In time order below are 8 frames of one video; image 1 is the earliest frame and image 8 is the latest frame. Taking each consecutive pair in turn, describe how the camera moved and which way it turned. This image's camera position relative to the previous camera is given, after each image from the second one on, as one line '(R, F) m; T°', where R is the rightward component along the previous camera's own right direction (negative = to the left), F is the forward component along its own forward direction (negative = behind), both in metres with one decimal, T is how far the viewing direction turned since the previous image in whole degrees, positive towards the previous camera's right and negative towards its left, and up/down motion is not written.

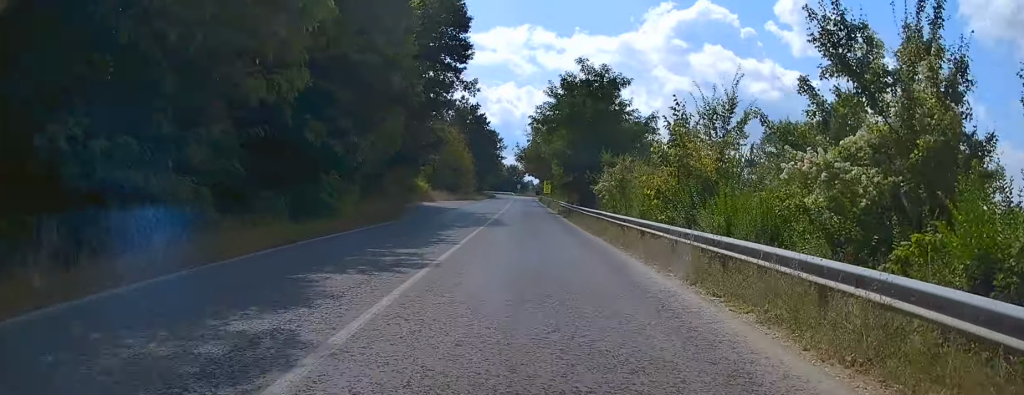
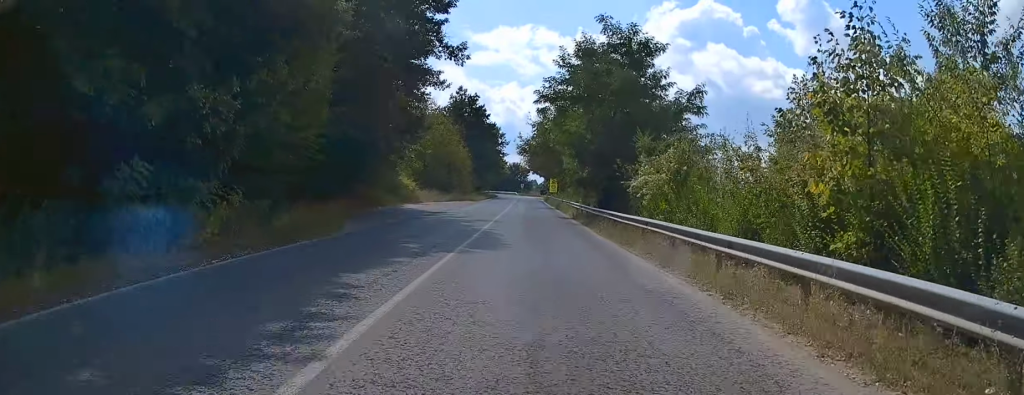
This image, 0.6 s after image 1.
(-0.1, +11.5) m; 0°
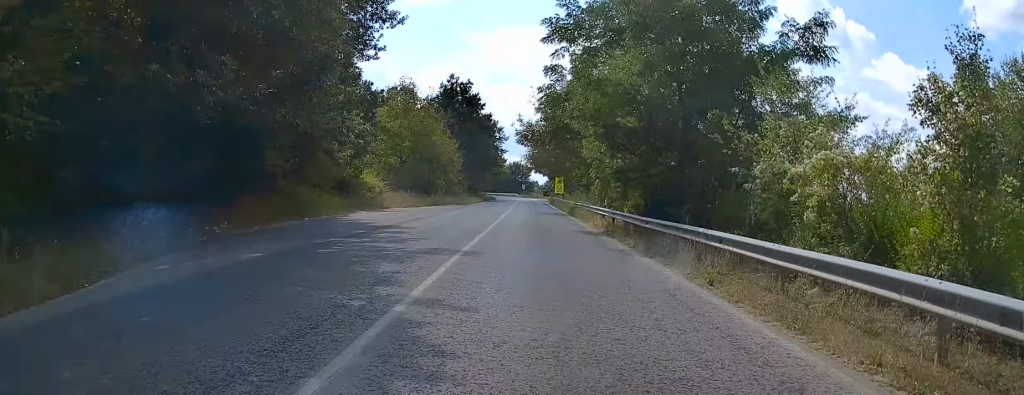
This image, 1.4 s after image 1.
(+0.1, +15.1) m; 0°
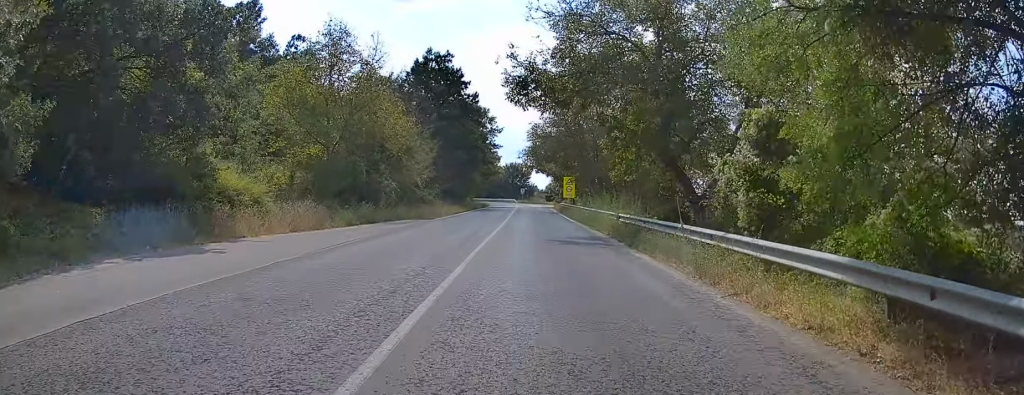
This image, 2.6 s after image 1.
(+0.1, +23.1) m; 0°
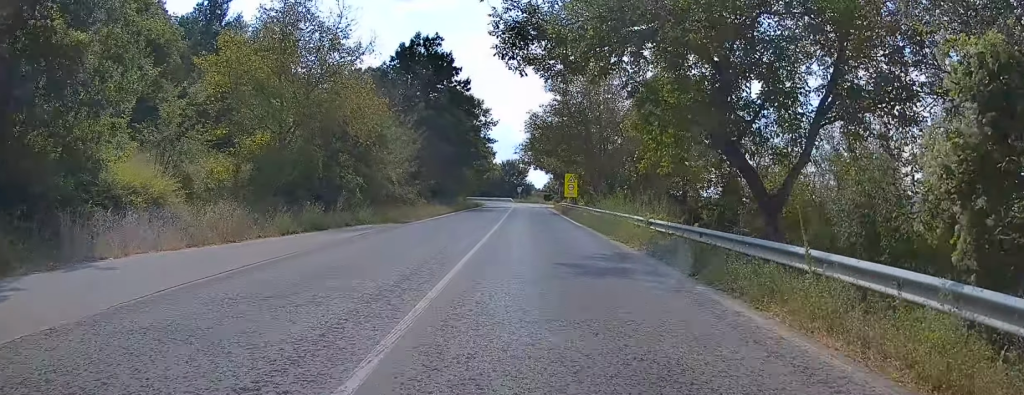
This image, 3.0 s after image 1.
(0.0, +7.4) m; 0°
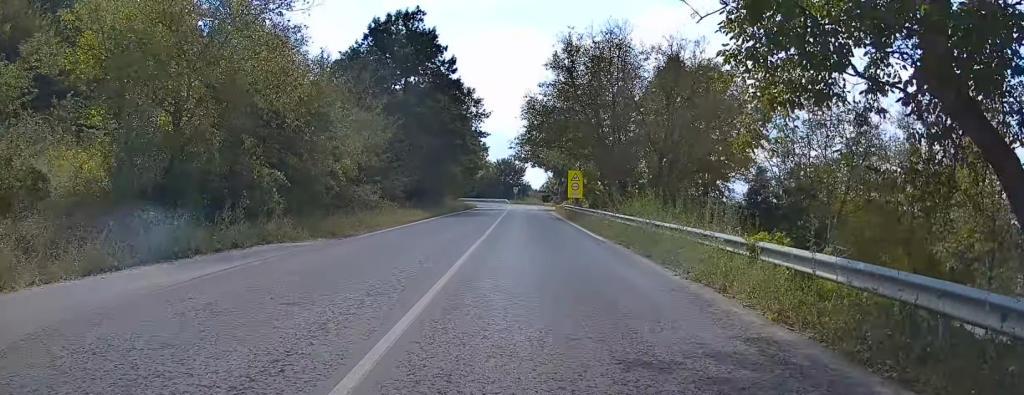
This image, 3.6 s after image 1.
(0.0, +9.8) m; 0°
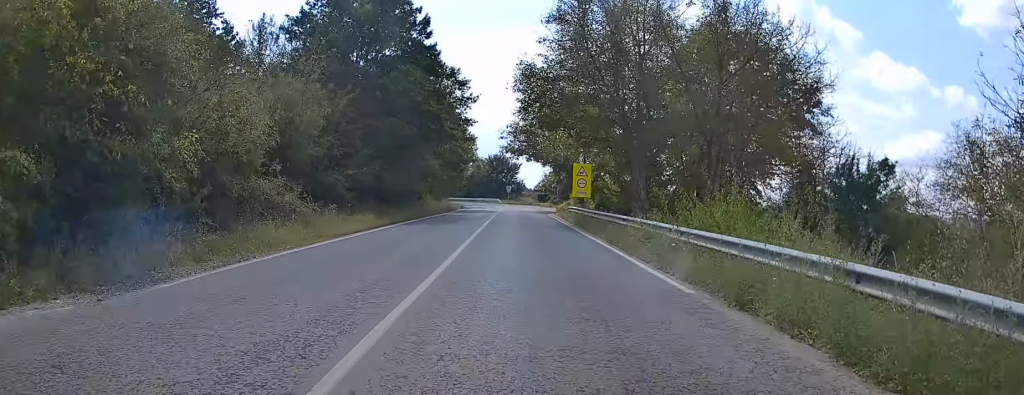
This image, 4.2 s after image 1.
(+0.1, +11.5) m; 0°
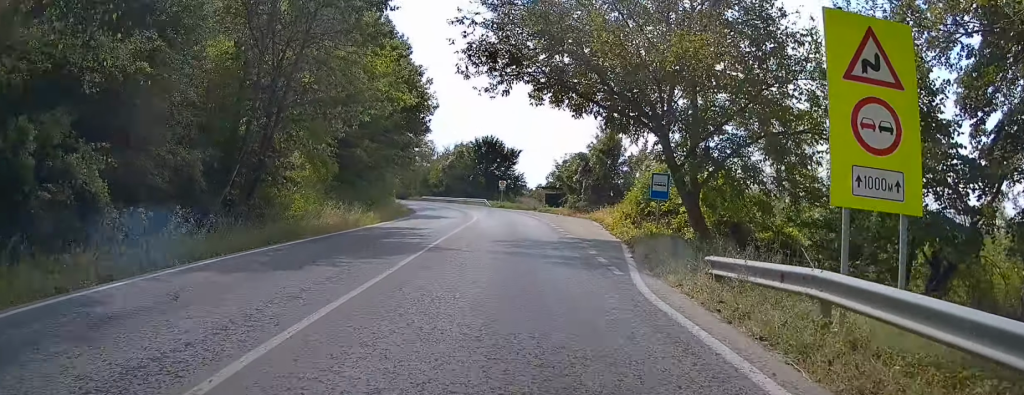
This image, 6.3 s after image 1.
(+0.4, +38.8) m; +1°
